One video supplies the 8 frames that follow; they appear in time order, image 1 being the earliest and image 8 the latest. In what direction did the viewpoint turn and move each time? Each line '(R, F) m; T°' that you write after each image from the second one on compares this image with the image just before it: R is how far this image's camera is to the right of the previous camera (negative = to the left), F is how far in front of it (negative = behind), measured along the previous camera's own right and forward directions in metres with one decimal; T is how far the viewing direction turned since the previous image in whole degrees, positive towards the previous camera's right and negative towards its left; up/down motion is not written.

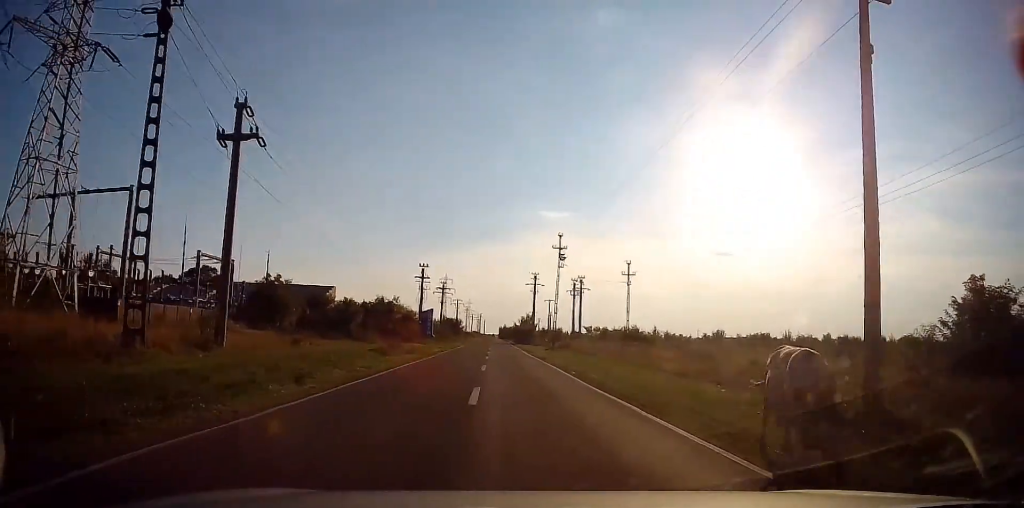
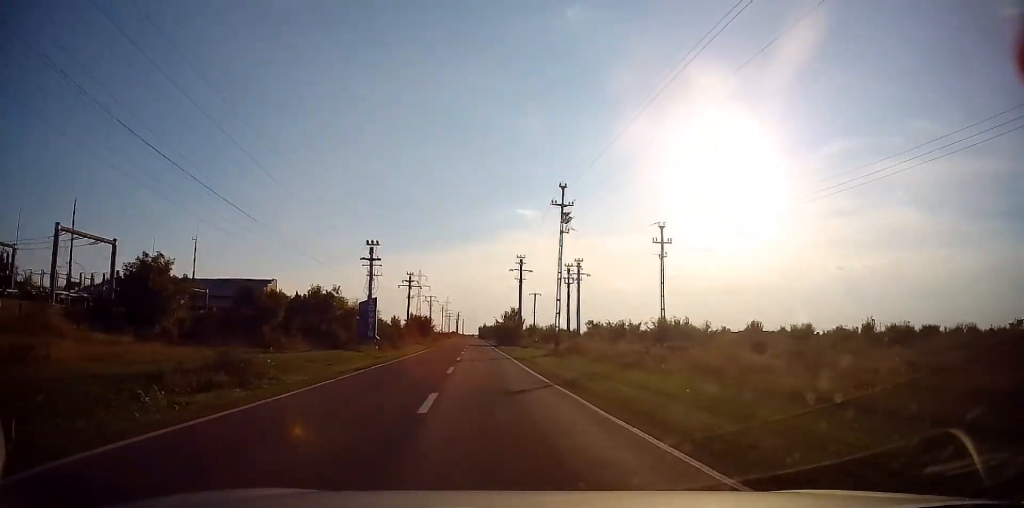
(+0.5, +19.1) m; +2°
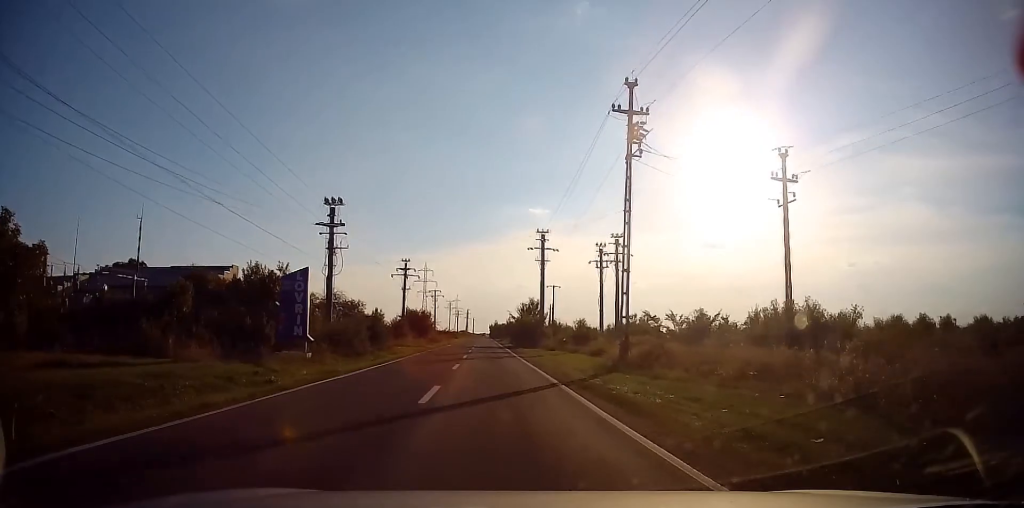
(+0.1, +16.7) m; 0°
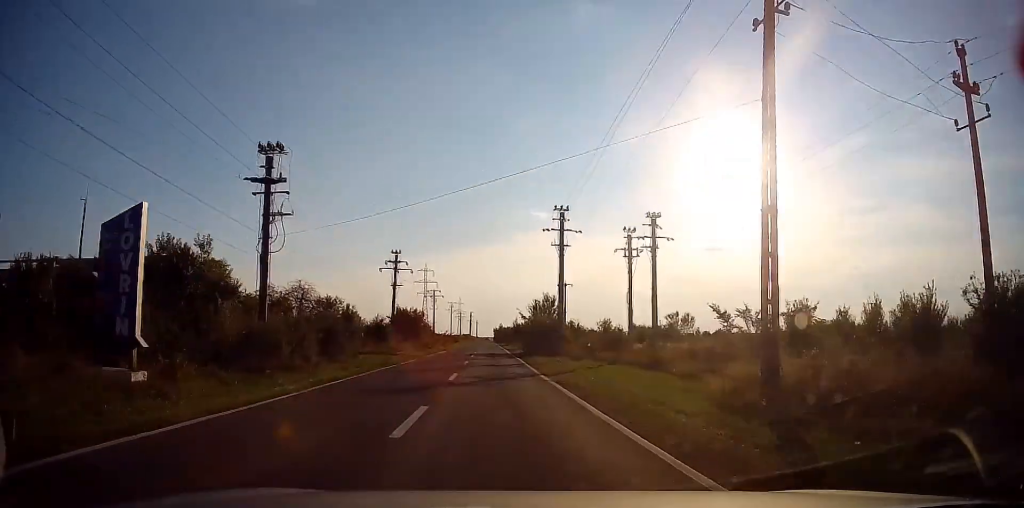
(+0.1, +11.6) m; 0°
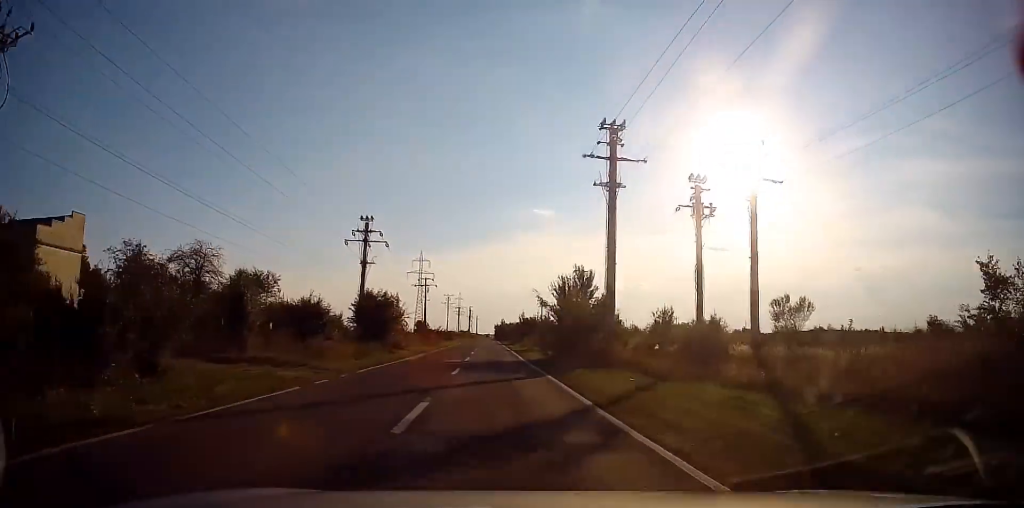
(-0.4, +17.8) m; -1°
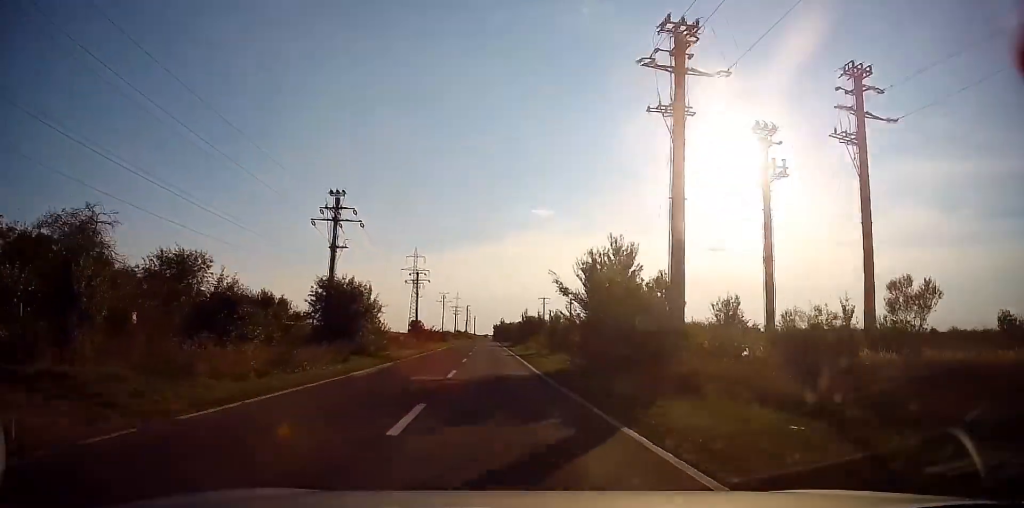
(+0.1, +9.9) m; 0°
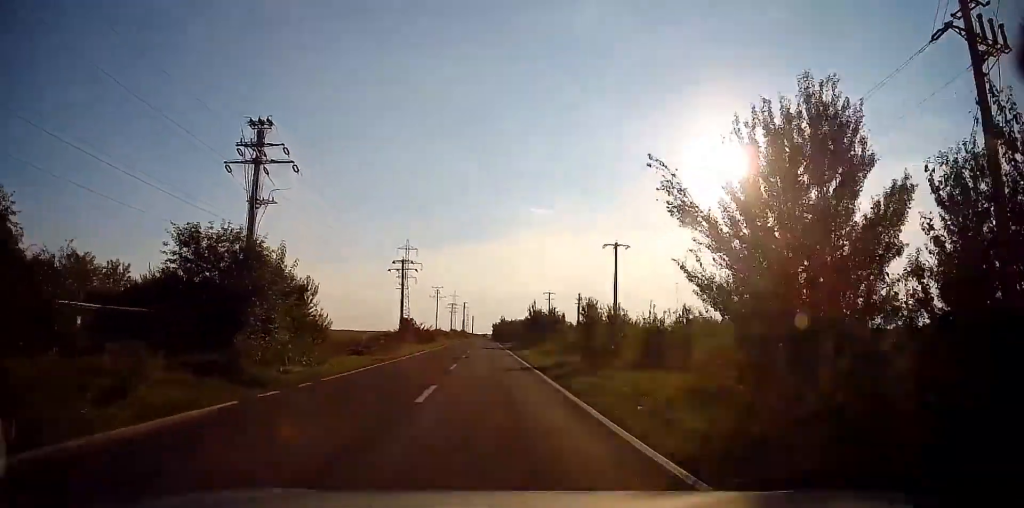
(0.0, +15.0) m; +1°
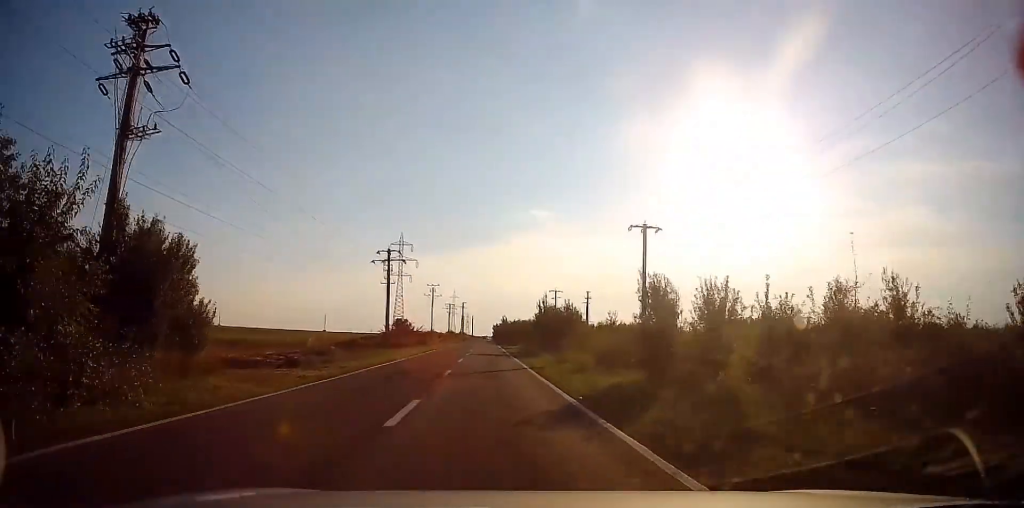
(-0.1, +11.4) m; +1°
